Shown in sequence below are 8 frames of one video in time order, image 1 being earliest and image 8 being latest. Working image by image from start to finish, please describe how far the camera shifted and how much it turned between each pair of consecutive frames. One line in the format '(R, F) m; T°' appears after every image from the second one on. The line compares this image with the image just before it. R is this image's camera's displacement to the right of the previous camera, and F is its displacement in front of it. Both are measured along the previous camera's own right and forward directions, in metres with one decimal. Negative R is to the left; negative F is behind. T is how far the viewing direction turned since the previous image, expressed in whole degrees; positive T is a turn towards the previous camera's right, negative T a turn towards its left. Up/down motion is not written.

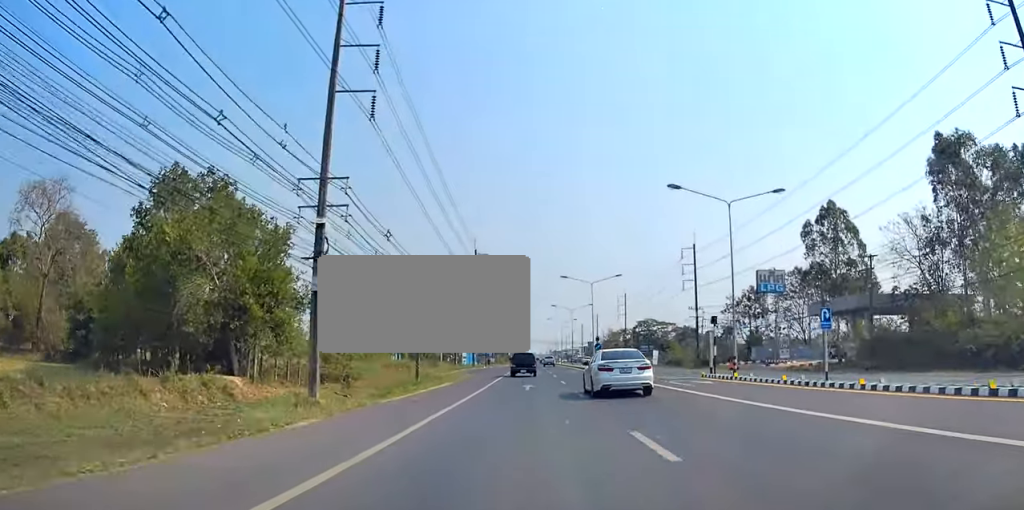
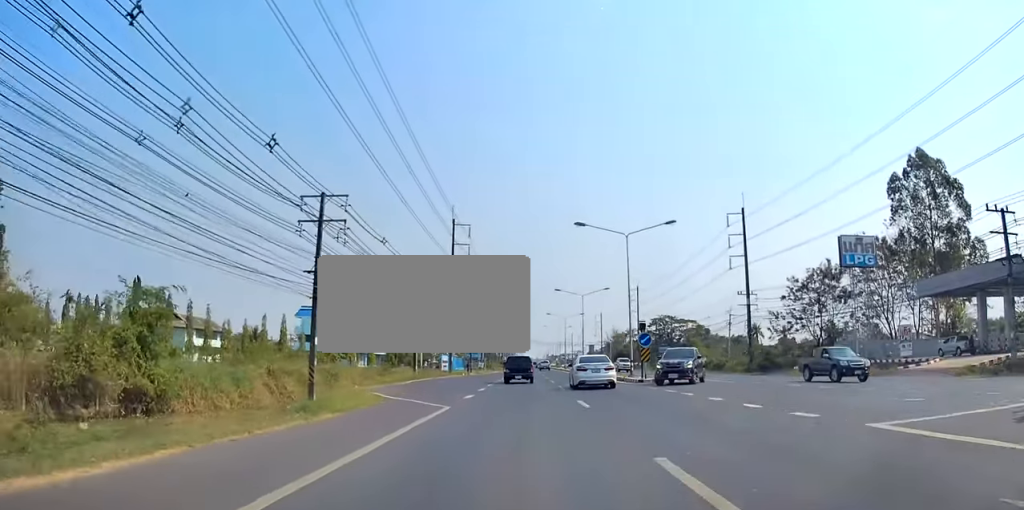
(+1.2, +26.3) m; +3°
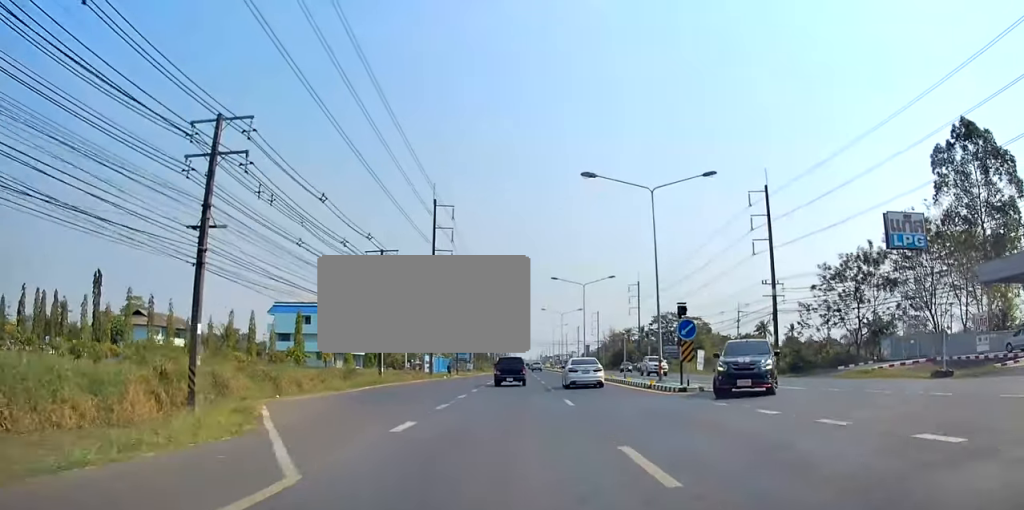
(0.0, +10.2) m; +1°
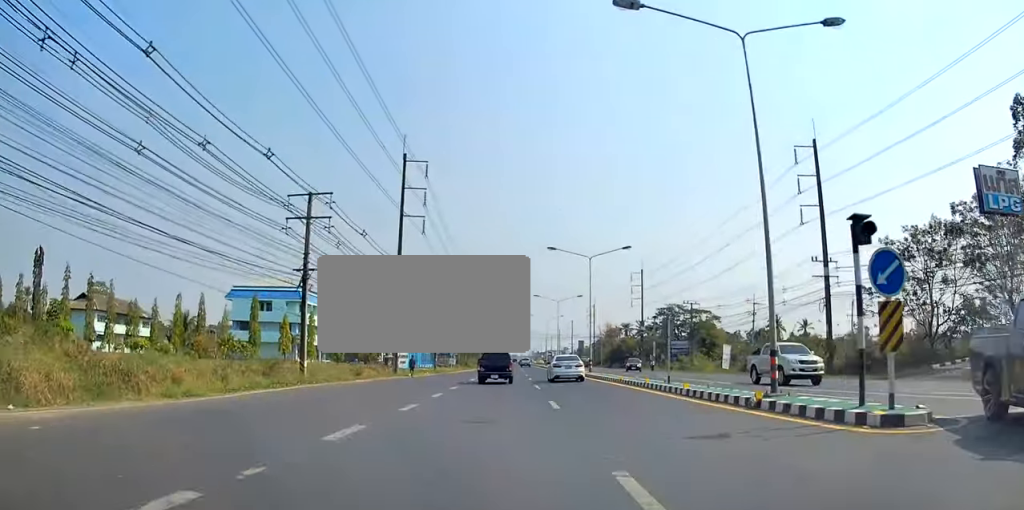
(+0.2, +14.9) m; 0°
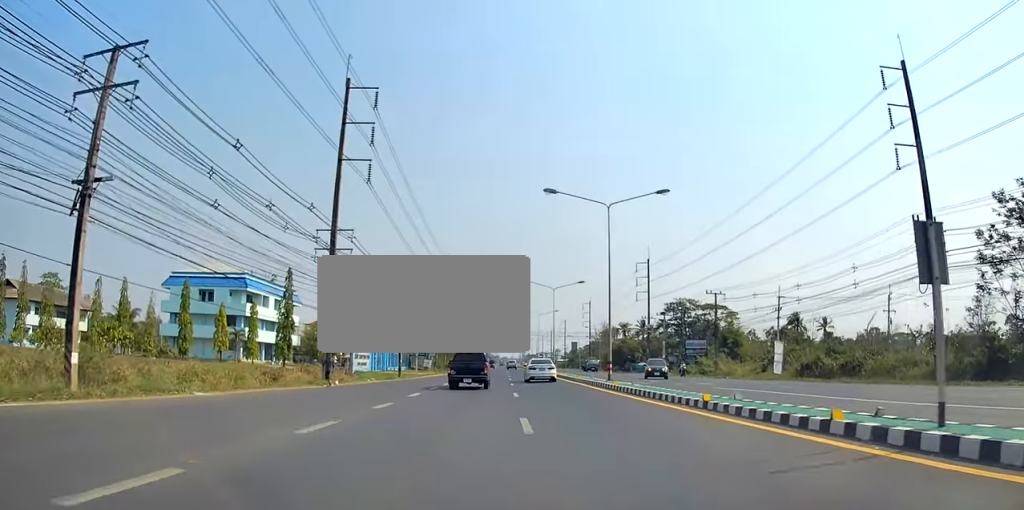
(-0.3, +16.9) m; 0°
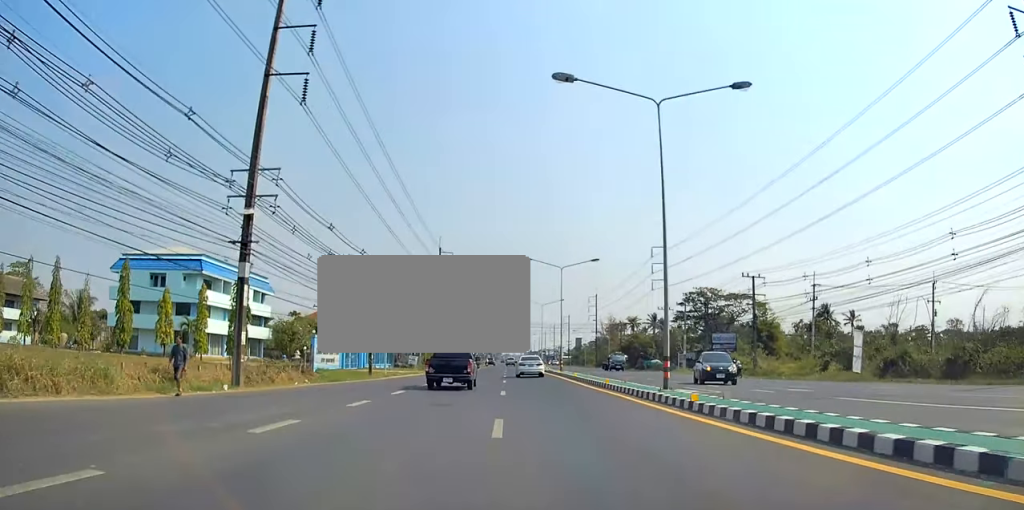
(+0.3, +12.3) m; 0°
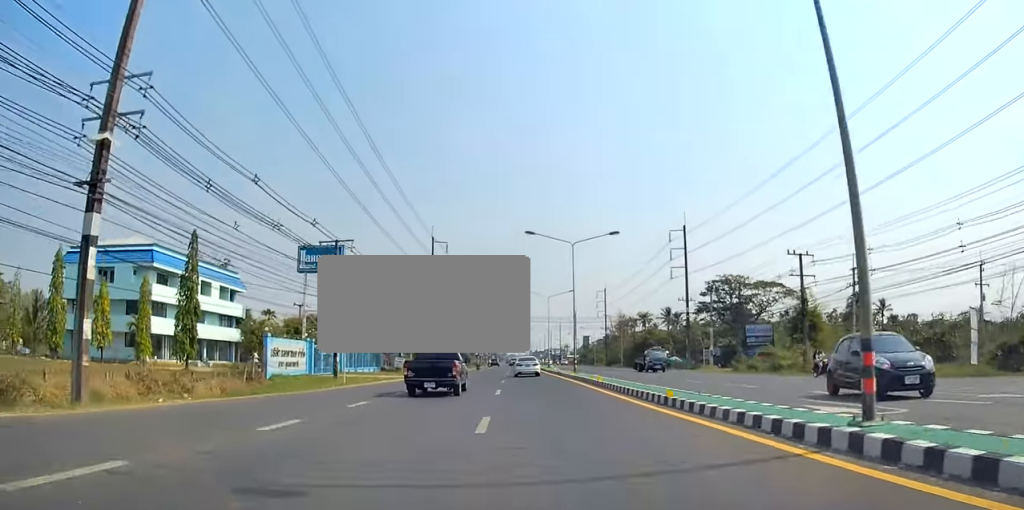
(+0.1, +11.1) m; 0°
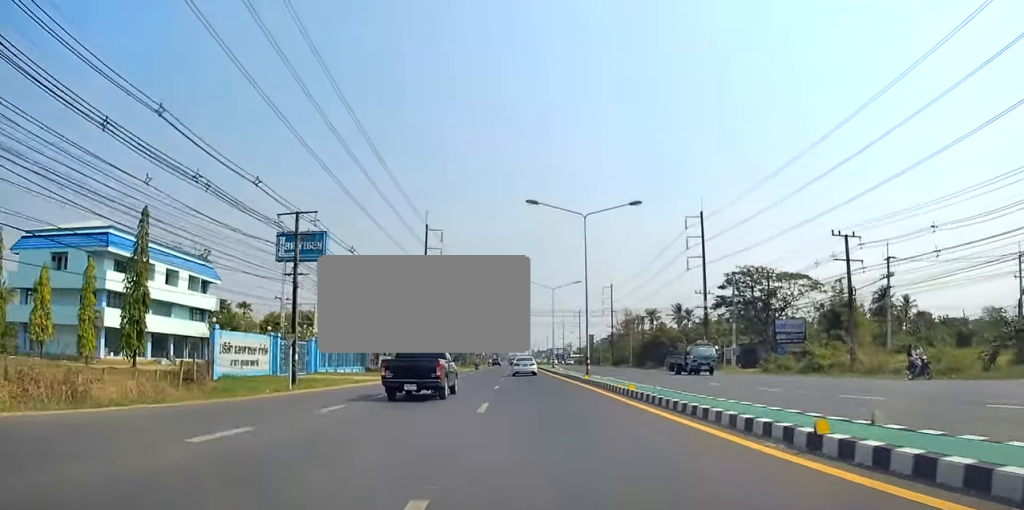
(-0.1, +8.5) m; -1°
